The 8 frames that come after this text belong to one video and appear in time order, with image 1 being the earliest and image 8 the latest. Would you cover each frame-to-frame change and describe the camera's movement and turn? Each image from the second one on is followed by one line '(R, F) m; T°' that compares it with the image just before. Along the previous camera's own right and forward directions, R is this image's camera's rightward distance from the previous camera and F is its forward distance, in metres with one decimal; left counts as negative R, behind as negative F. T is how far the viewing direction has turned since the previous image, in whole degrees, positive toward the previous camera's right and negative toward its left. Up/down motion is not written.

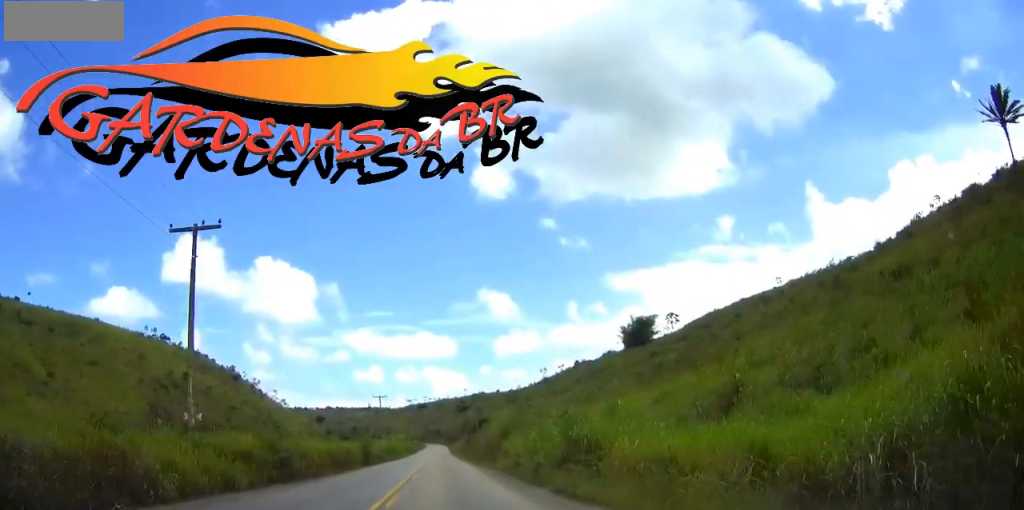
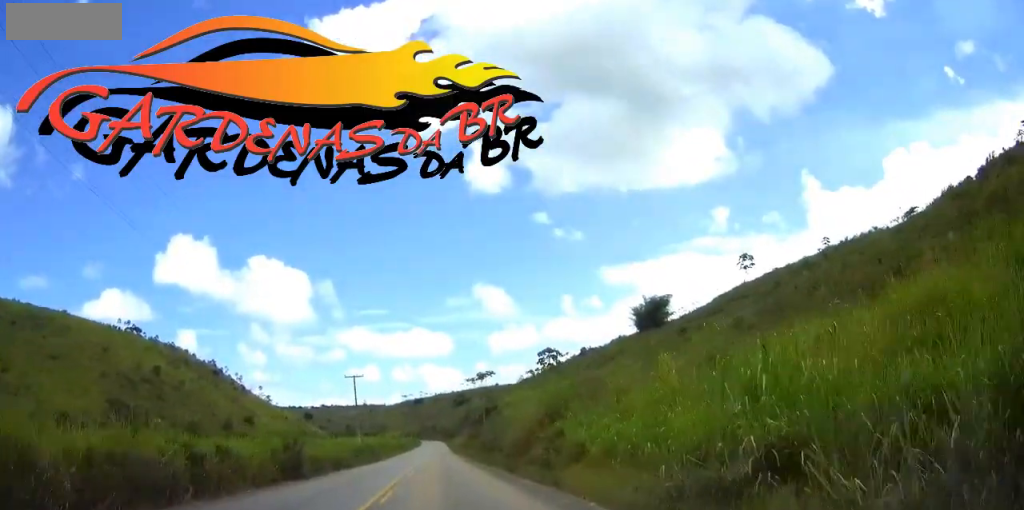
(0.0, +24.2) m; 0°
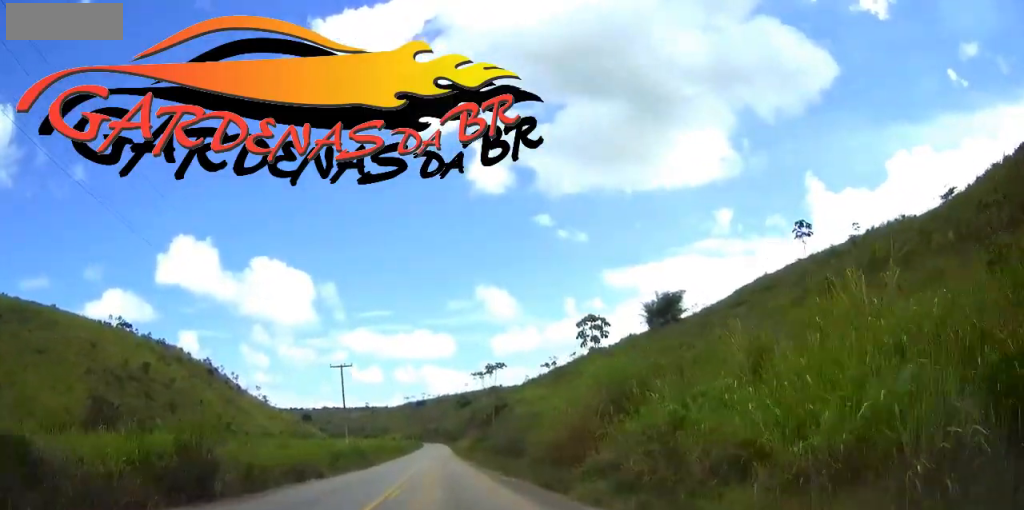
(0.0, +10.9) m; 0°
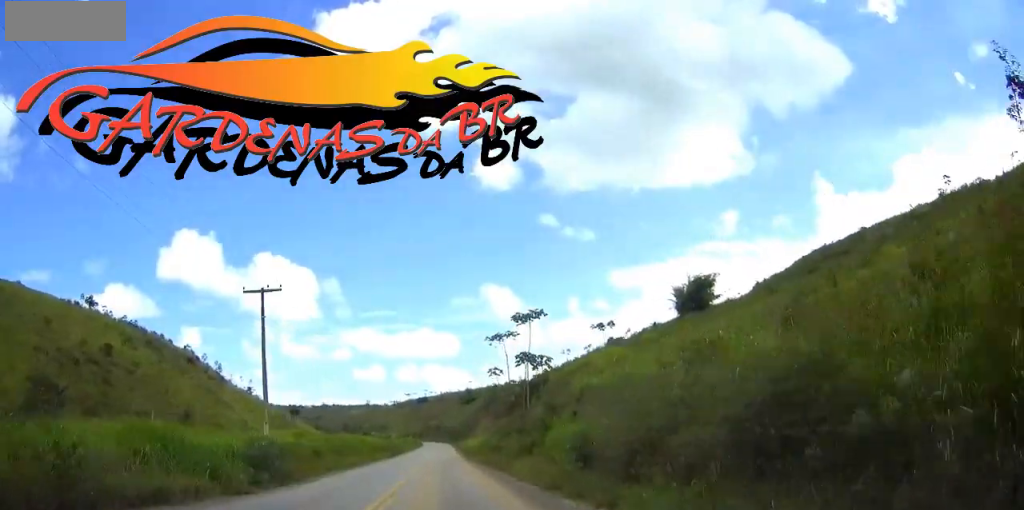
(0.0, +27.4) m; 0°
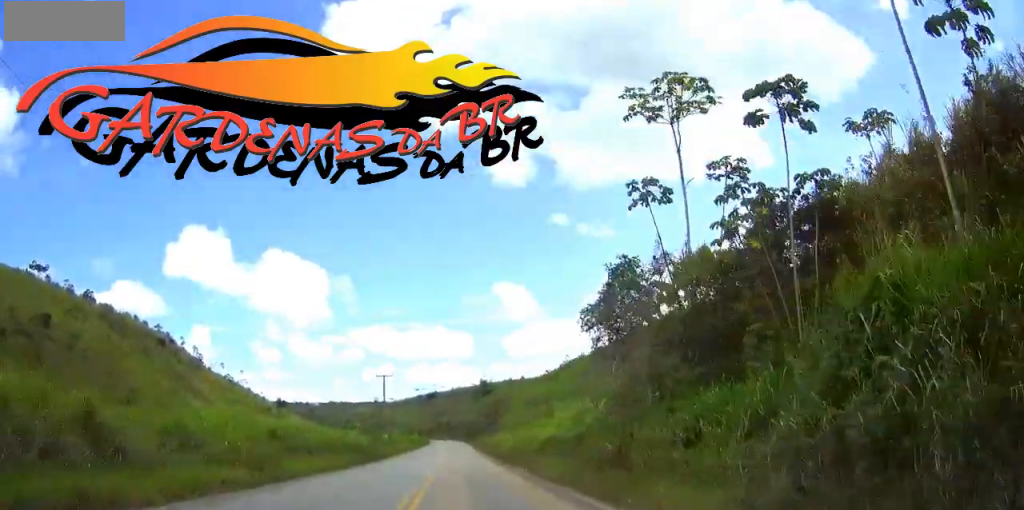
(-0.3, +38.9) m; 0°
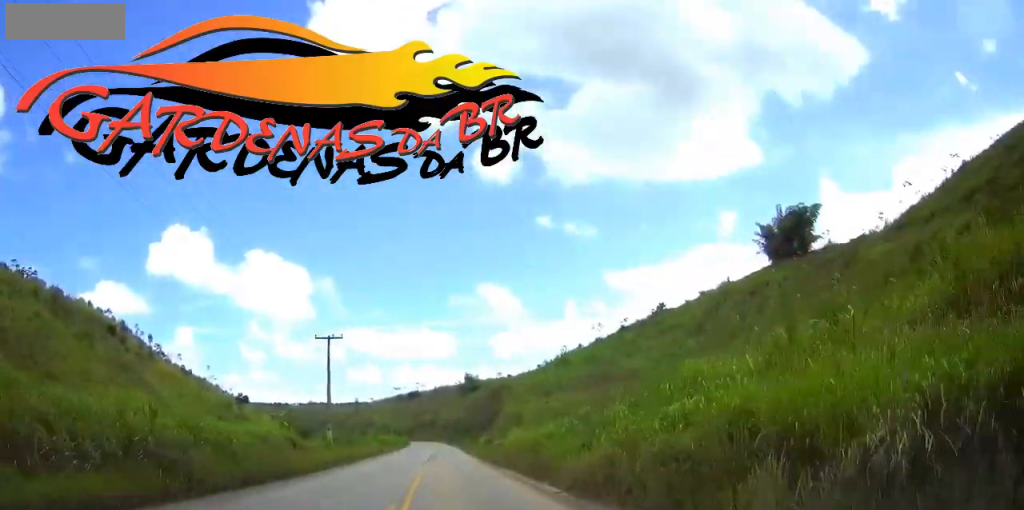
(+0.1, +26.6) m; +1°
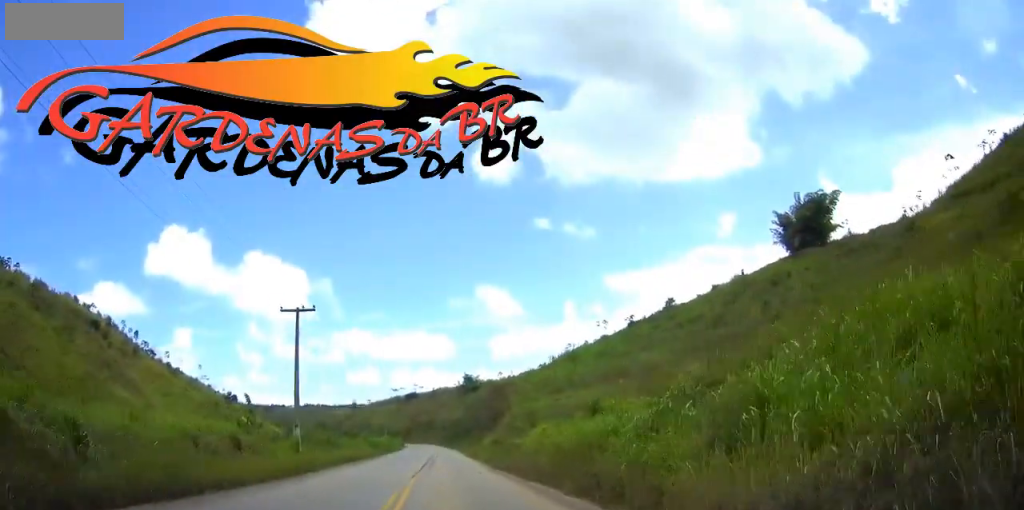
(0.0, +9.9) m; 0°
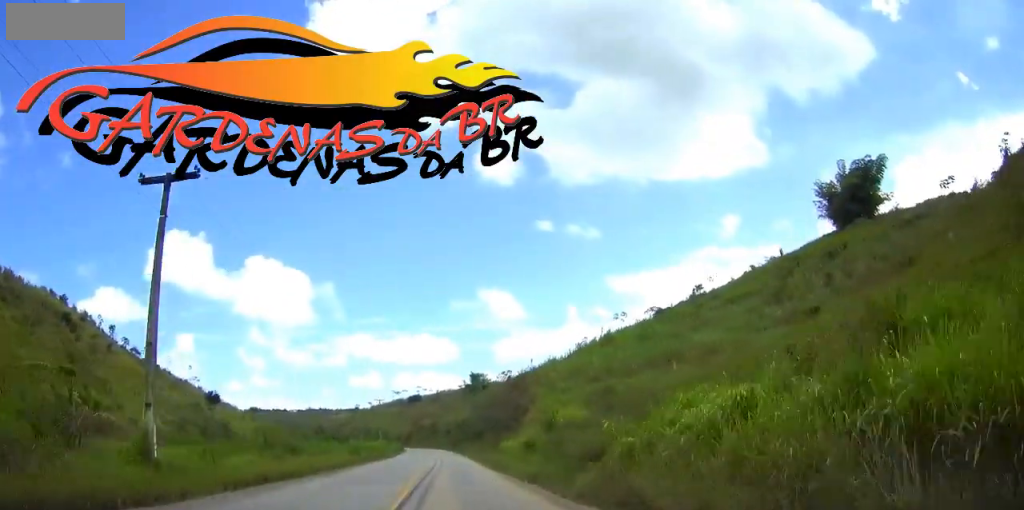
(+0.1, +19.0) m; 0°
